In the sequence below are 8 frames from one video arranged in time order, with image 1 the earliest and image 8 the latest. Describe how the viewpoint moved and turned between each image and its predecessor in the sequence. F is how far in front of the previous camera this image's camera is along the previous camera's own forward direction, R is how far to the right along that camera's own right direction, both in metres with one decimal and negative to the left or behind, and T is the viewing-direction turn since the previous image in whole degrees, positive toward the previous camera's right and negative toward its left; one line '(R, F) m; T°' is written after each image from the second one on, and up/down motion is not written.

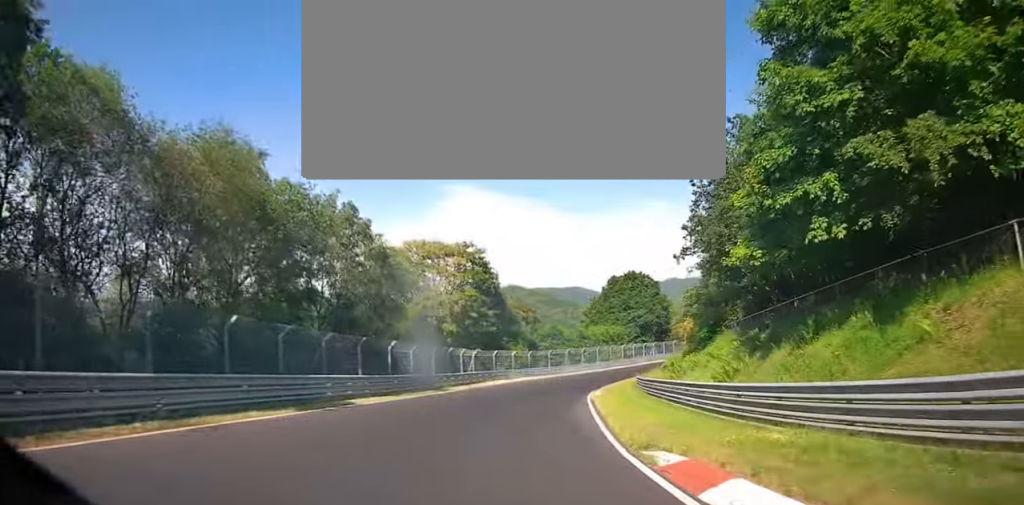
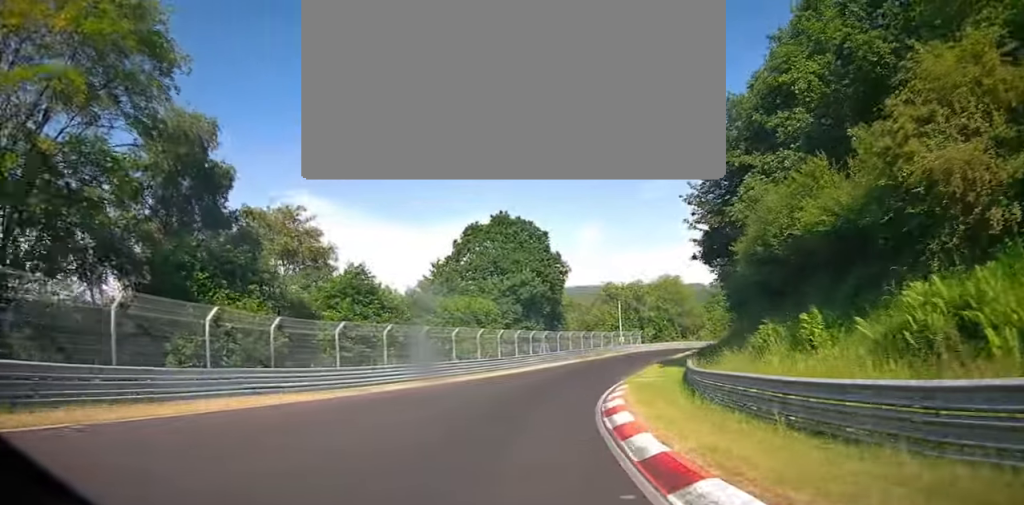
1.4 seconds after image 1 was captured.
(+5.4, +41.8) m; +17°
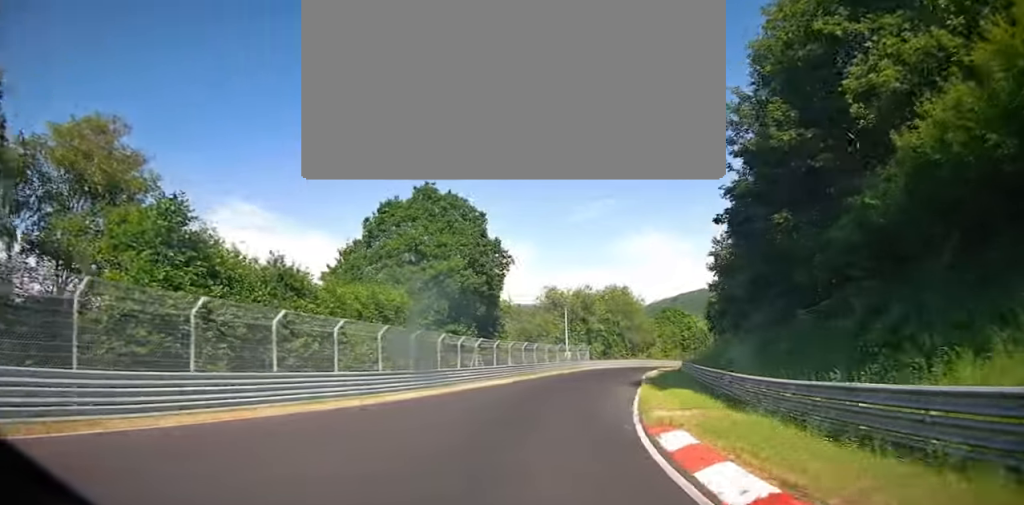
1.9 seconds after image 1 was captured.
(+0.9, +13.8) m; +8°
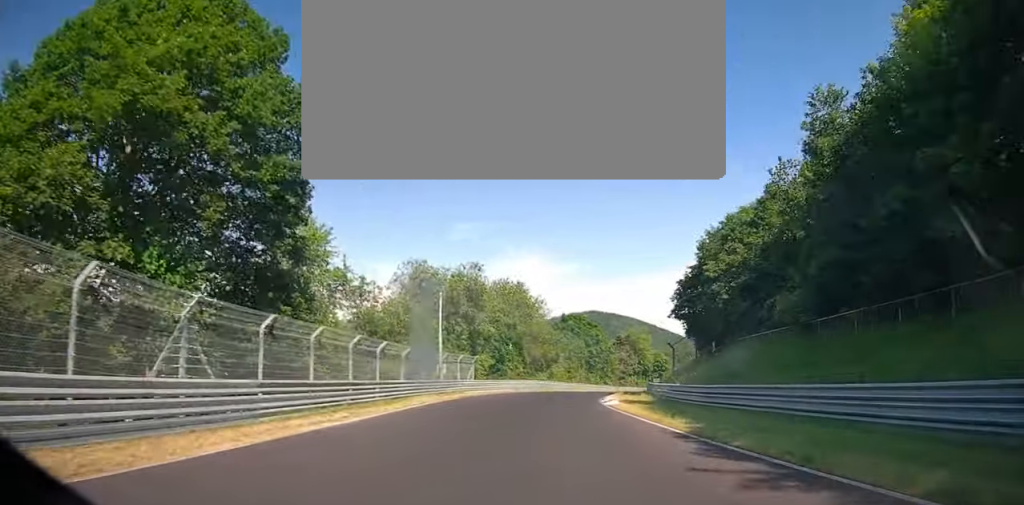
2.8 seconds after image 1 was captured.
(+3.9, +28.1) m; +13°
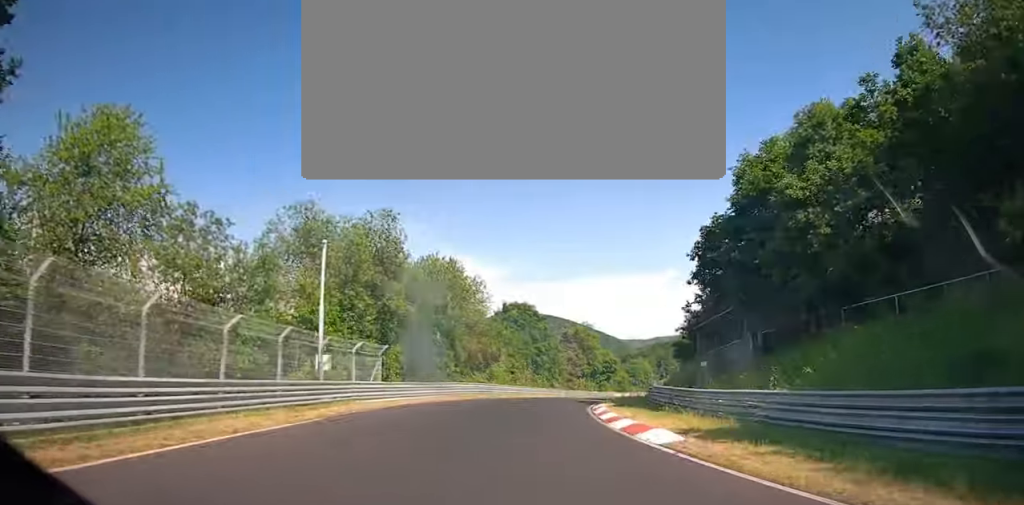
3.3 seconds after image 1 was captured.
(+0.8, +16.3) m; +6°
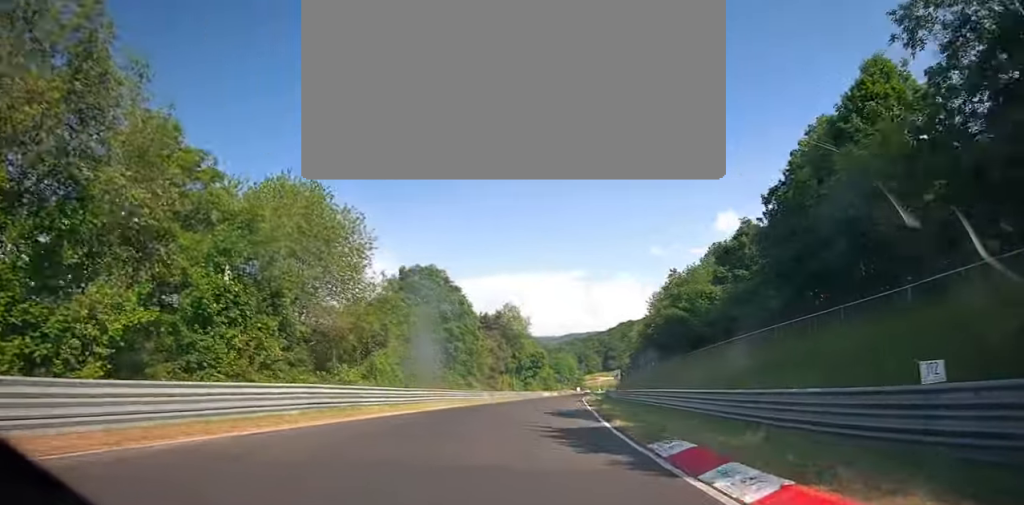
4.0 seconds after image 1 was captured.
(+1.2, +25.4) m; +6°
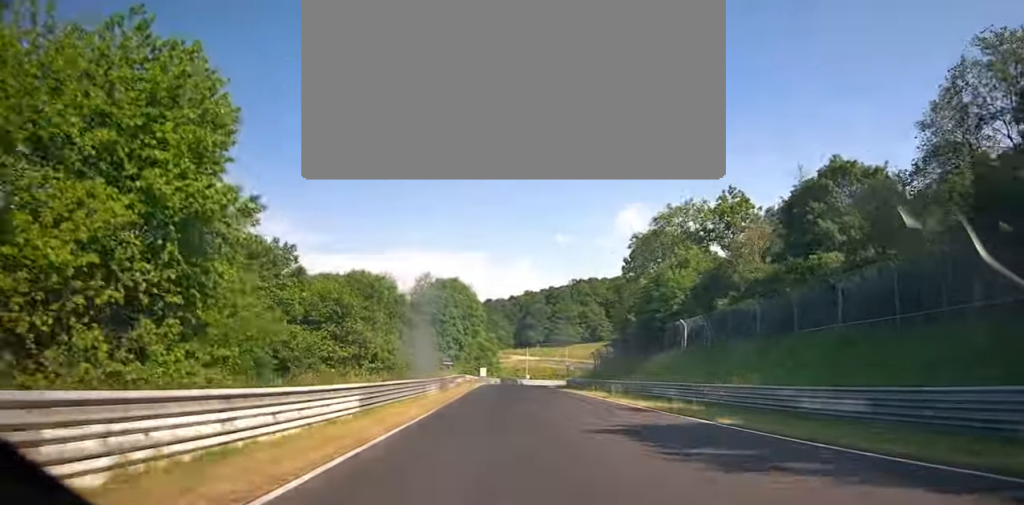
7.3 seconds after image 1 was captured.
(+16.4, +127.5) m; +11°
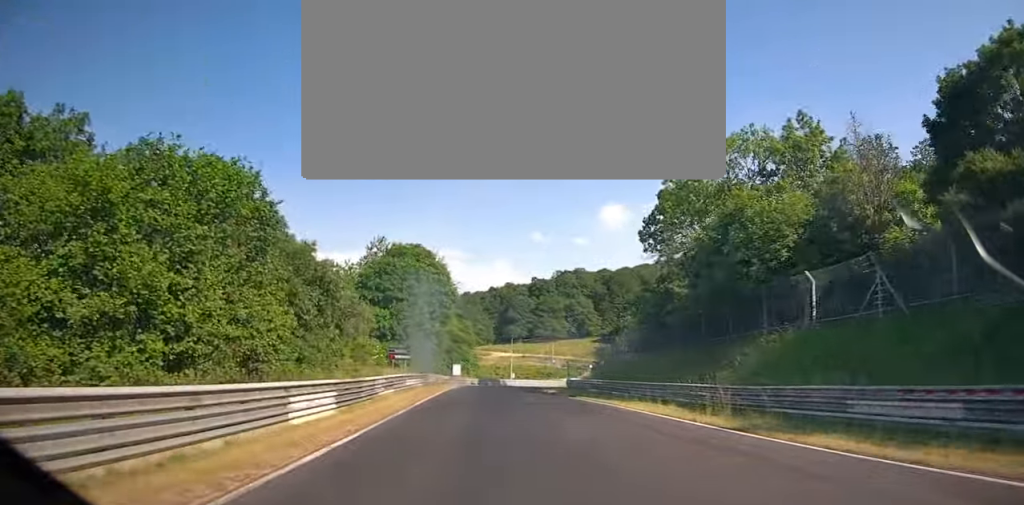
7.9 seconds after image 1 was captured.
(+0.8, +19.6) m; +1°
